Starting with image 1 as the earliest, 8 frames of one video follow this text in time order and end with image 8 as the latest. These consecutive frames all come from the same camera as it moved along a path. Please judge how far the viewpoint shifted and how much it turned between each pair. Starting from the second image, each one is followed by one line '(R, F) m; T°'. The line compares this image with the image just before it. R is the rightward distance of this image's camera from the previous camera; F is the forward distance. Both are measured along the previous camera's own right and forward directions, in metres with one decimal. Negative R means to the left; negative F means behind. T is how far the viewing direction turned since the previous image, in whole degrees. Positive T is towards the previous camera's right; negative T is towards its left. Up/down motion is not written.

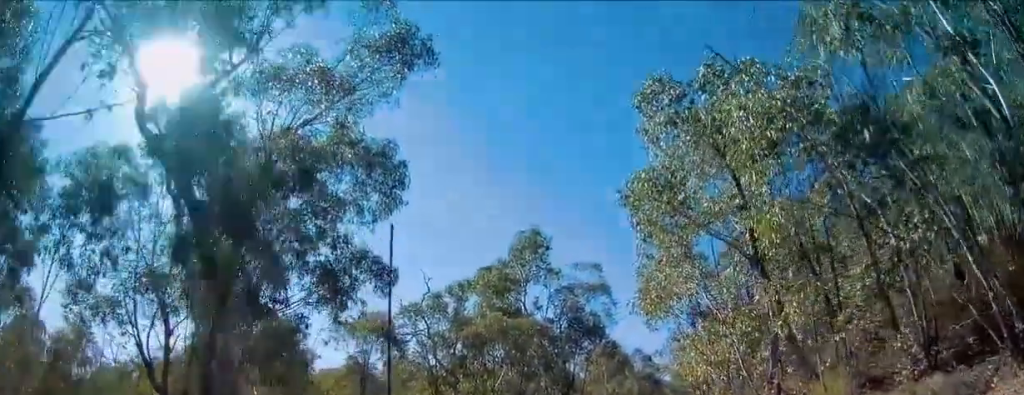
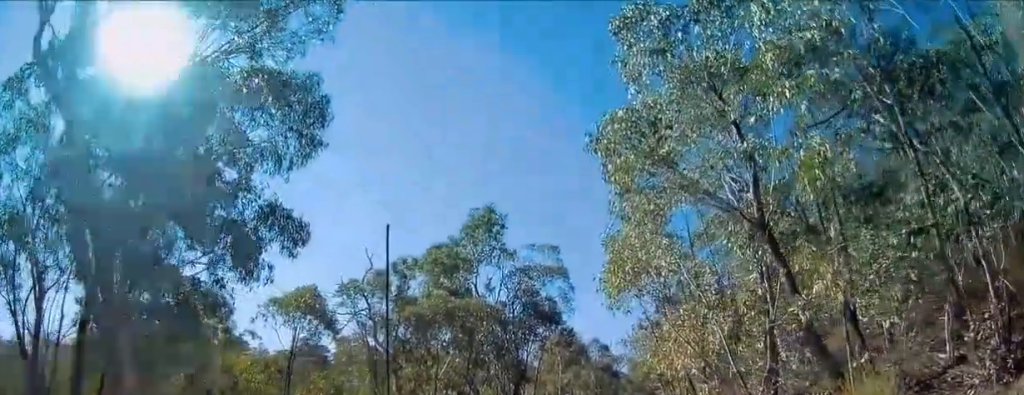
(0.0, +2.4) m; +5°
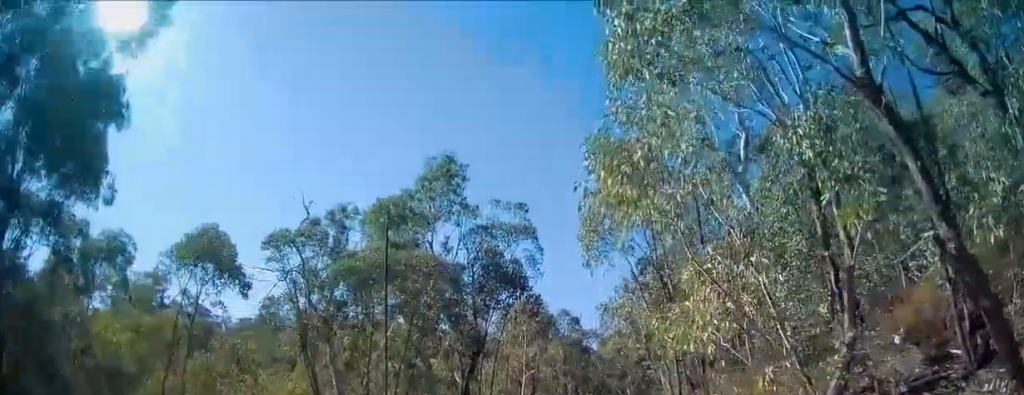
(+0.4, +4.1) m; +4°
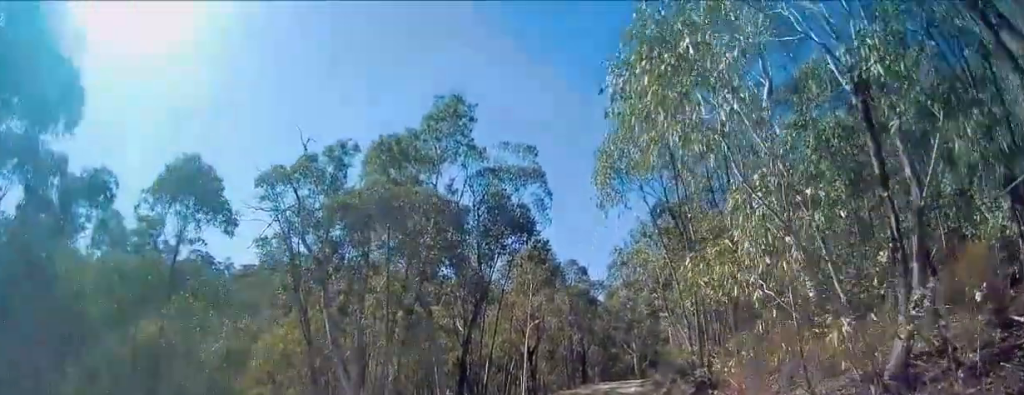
(0.0, +1.3) m; -2°
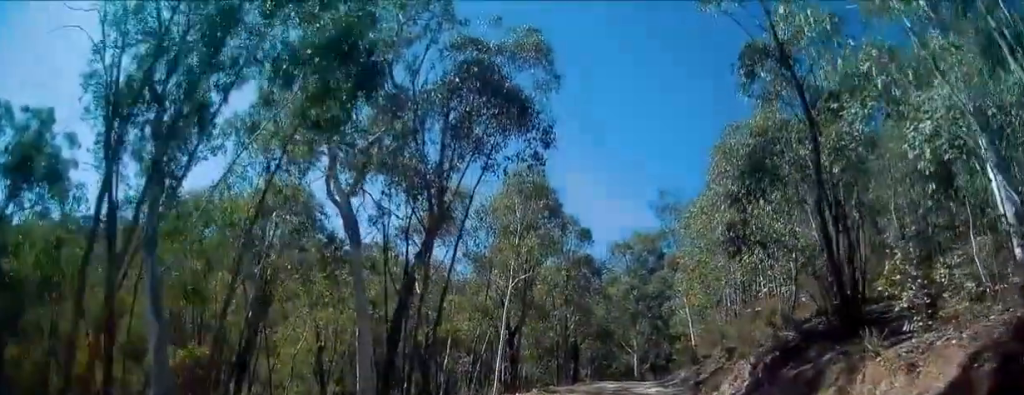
(-0.1, +9.9) m; +6°
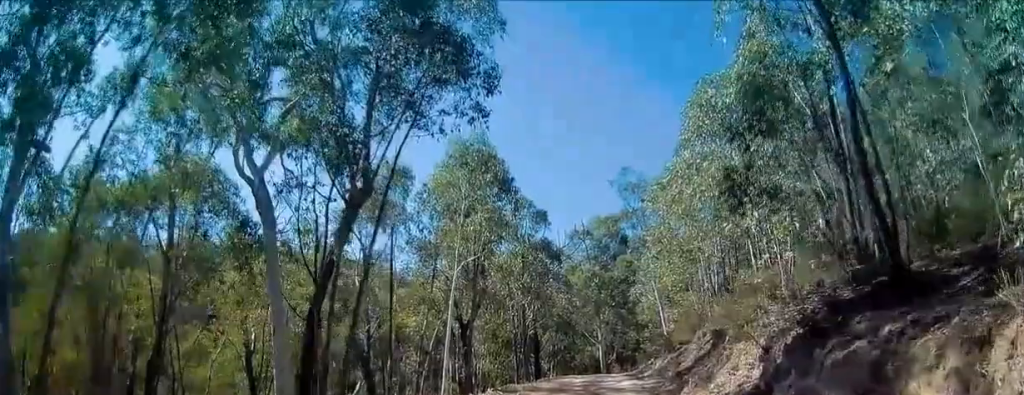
(+0.2, +3.0) m; +2°
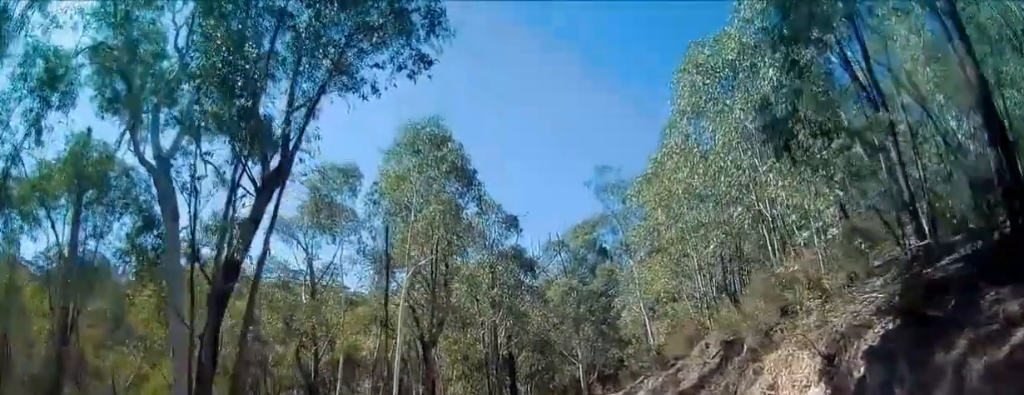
(0.0, +3.2) m; 0°
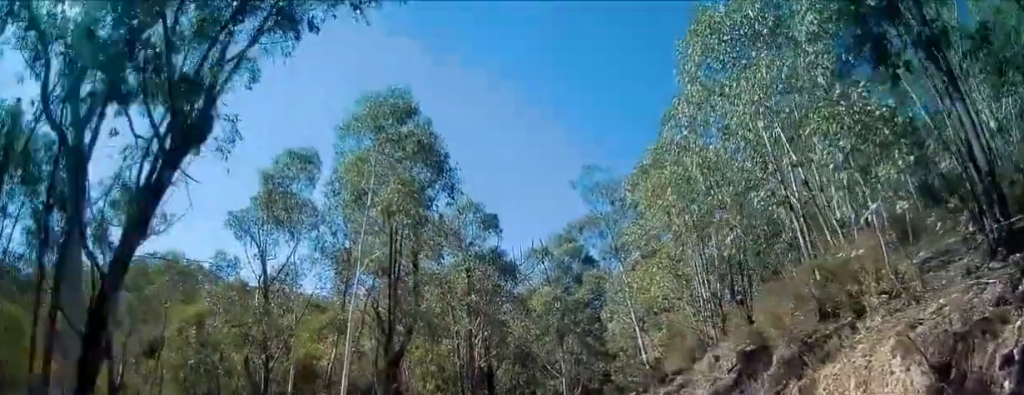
(0.0, +2.5) m; +3°
